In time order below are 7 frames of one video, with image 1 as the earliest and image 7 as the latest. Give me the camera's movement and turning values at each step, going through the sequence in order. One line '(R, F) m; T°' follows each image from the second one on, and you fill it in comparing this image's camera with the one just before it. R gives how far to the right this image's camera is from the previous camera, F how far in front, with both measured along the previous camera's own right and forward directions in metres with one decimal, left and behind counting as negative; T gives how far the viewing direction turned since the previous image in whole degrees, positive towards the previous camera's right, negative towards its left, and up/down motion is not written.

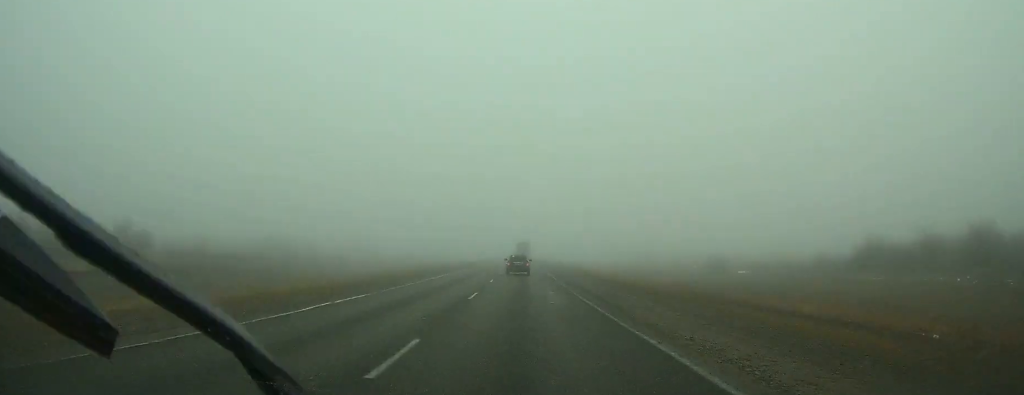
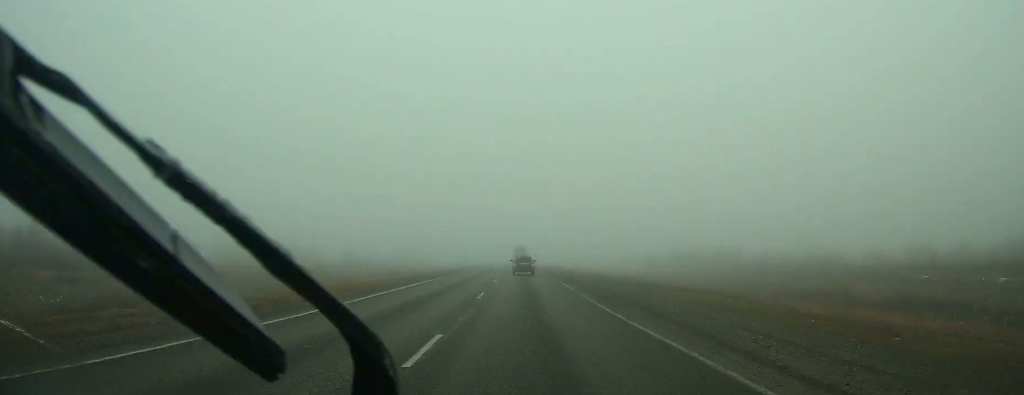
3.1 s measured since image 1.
(+0.1, +67.0) m; 0°
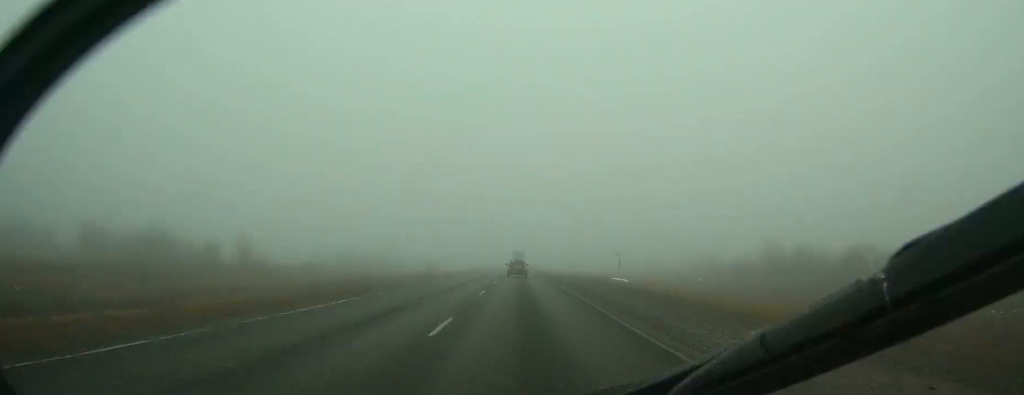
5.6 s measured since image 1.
(+0.3, +54.5) m; 0°
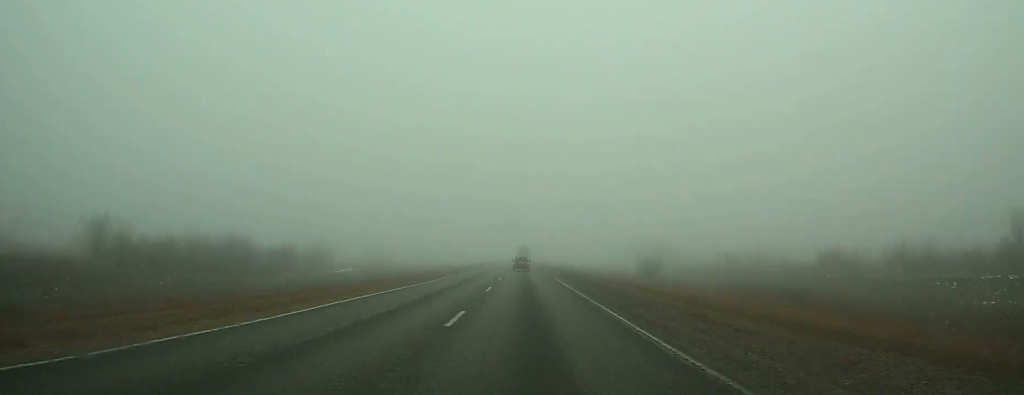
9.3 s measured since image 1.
(-0.4, +84.1) m; 0°
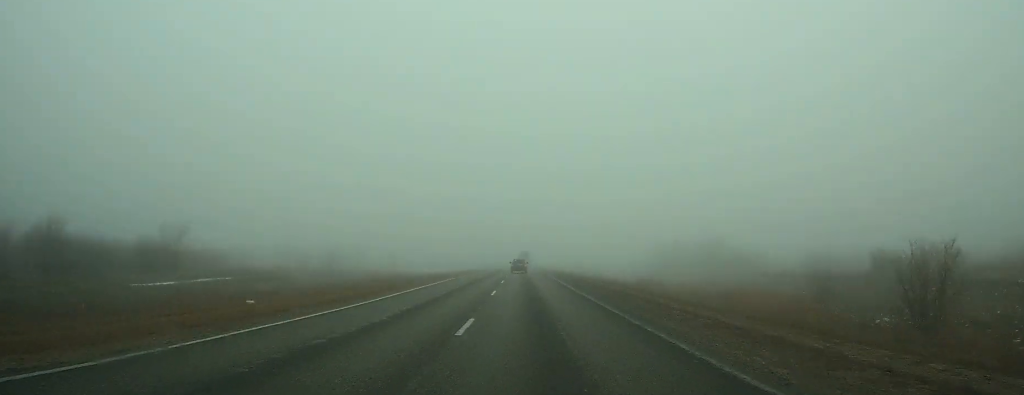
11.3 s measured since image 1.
(-0.1, +50.5) m; 0°
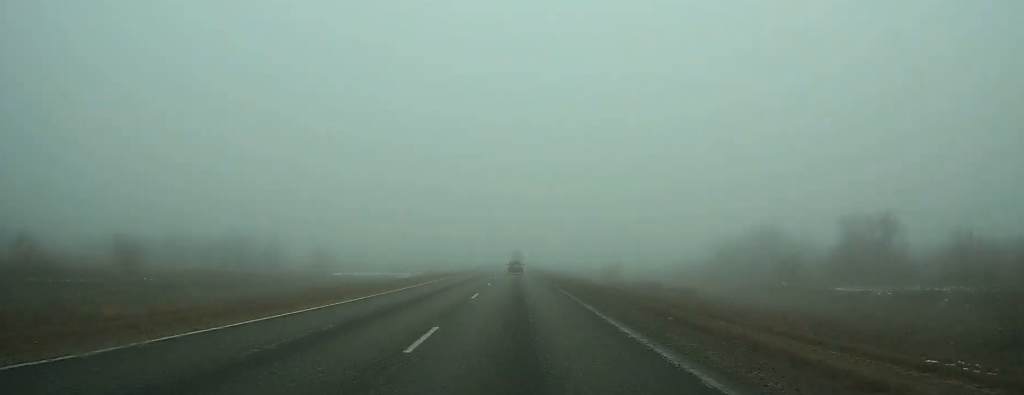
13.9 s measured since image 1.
(+0.1, +62.2) m; 0°
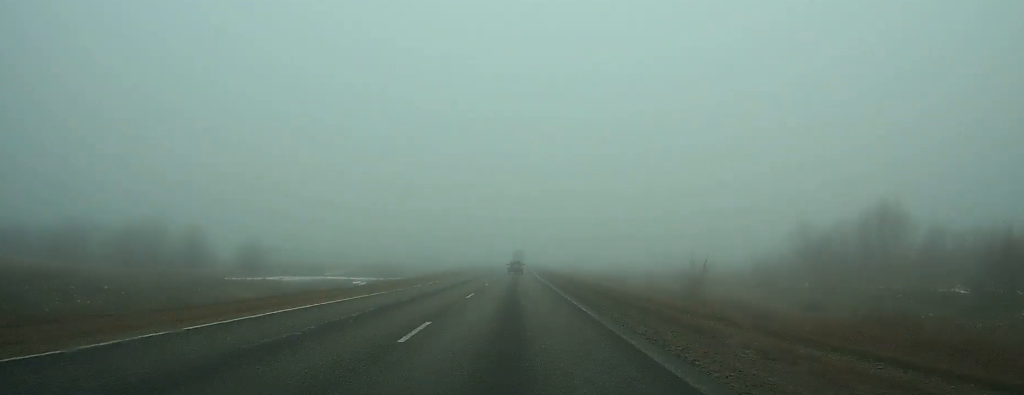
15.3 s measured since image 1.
(0.0, +36.3) m; 0°
